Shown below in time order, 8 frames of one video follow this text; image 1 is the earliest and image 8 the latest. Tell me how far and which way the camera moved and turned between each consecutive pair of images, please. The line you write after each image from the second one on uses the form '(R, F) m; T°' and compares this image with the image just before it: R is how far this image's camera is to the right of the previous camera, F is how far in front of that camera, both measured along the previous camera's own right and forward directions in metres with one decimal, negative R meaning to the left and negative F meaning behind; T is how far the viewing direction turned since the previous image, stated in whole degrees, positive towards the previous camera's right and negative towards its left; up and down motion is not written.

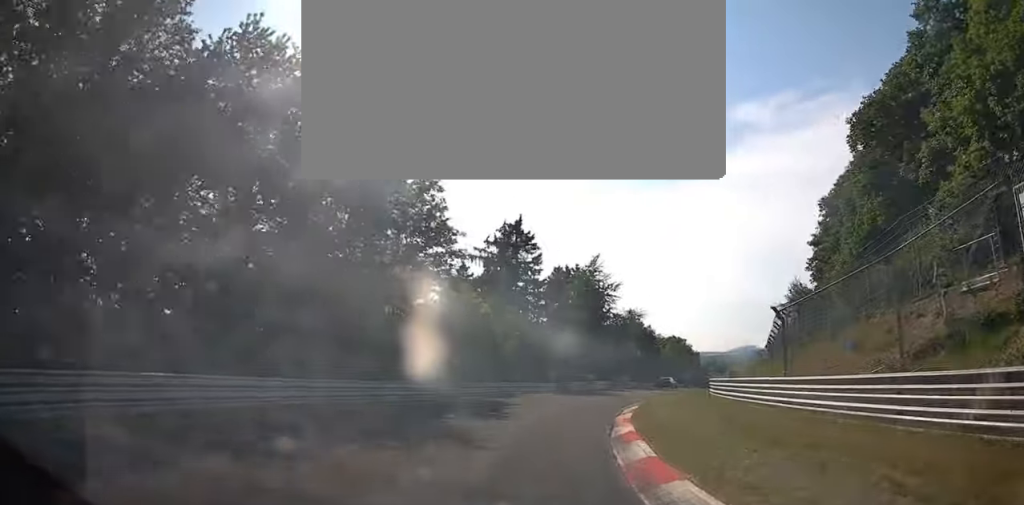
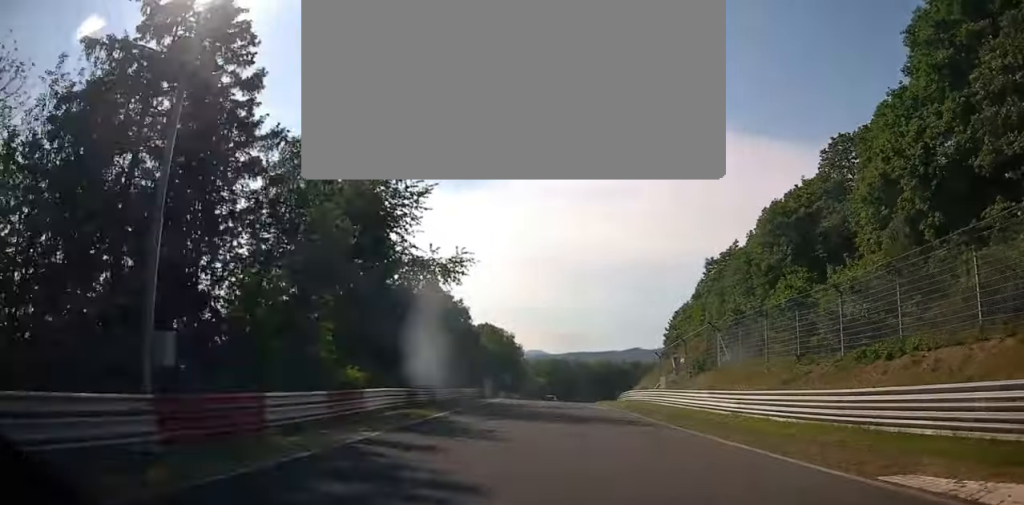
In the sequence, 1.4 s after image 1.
(+11.7, +40.1) m; +23°
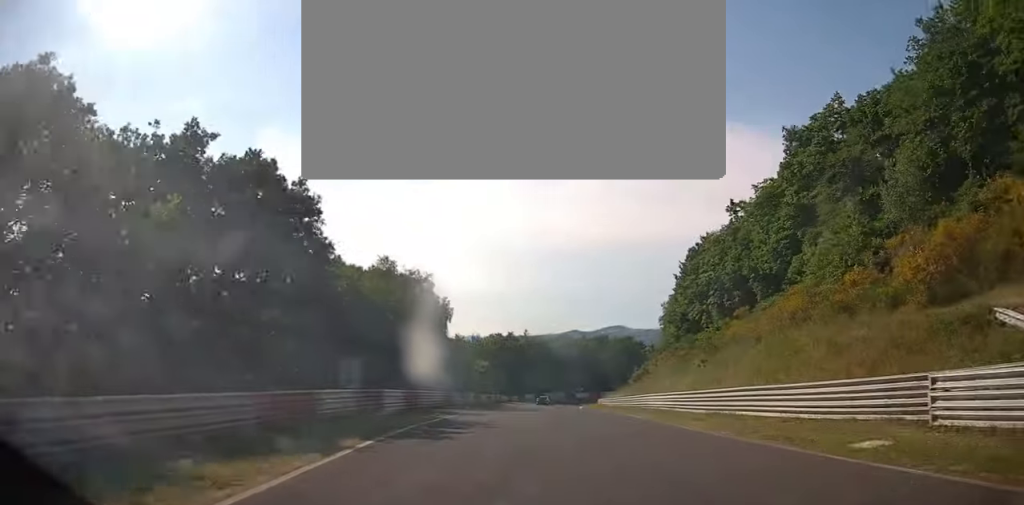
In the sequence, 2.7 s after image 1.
(+4.6, +44.2) m; +11°
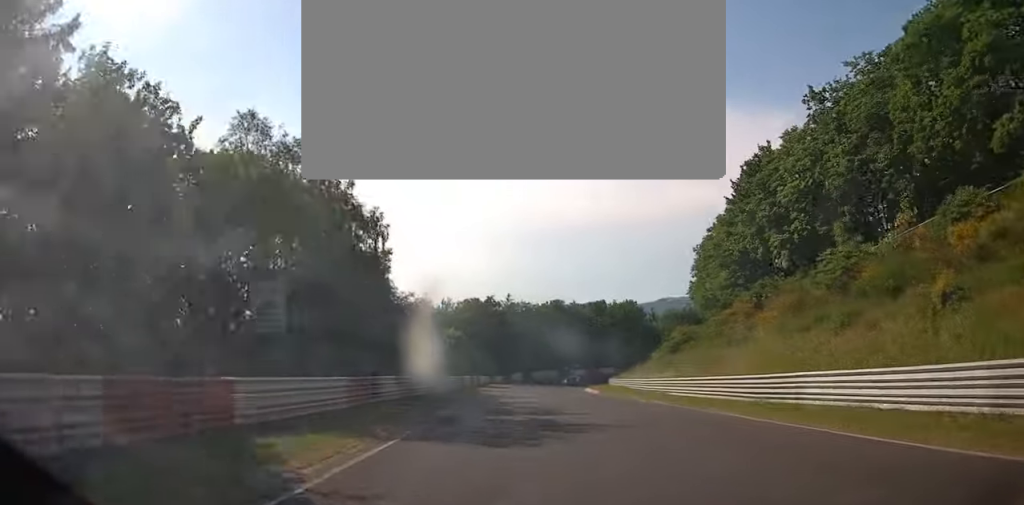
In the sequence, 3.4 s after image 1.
(+1.0, +24.3) m; +5°
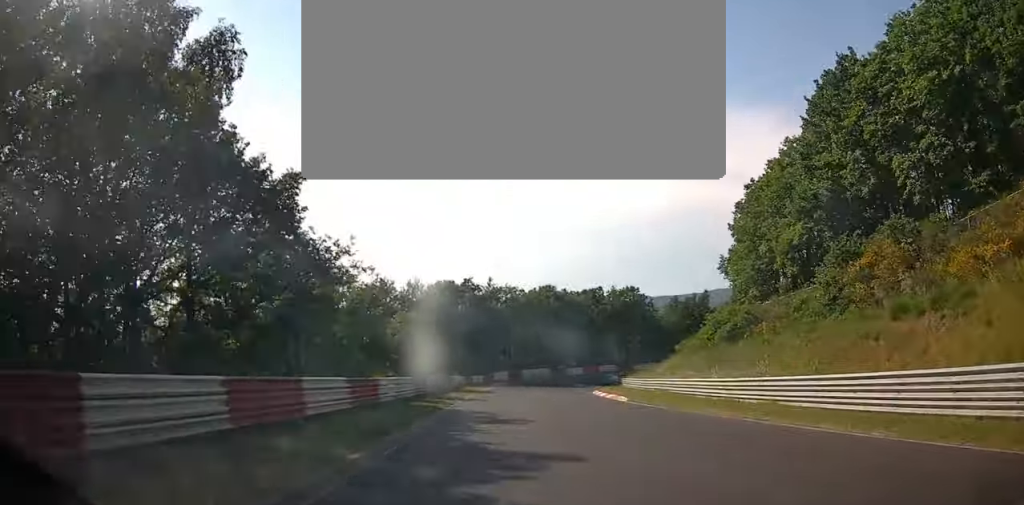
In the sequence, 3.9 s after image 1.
(+0.7, +17.7) m; +3°
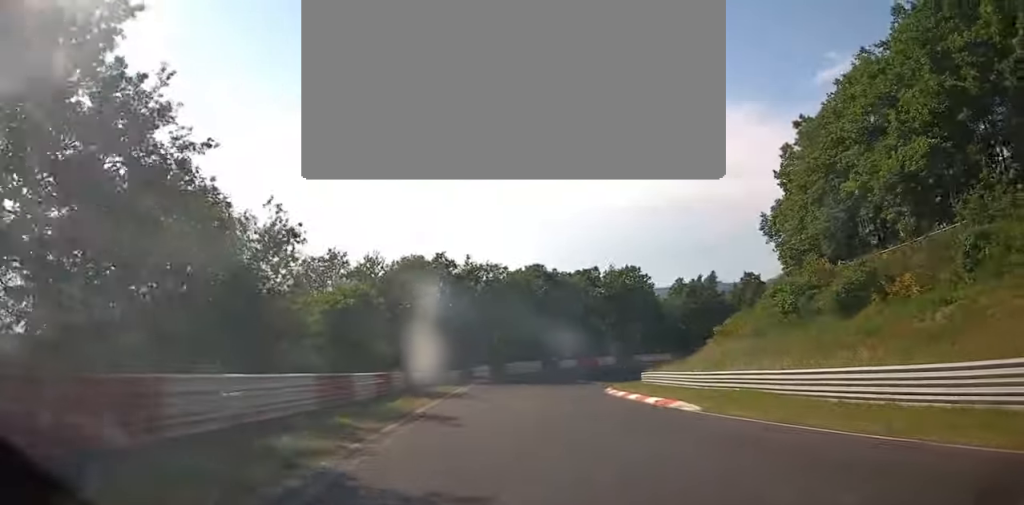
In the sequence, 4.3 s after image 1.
(+0.4, +14.4) m; +3°
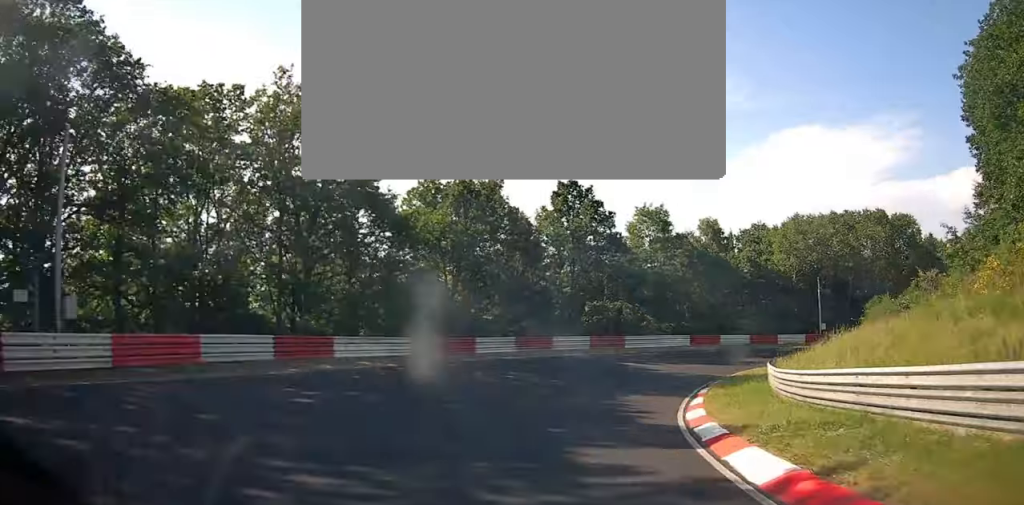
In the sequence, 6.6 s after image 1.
(+12.5, +57.1) m; +39°
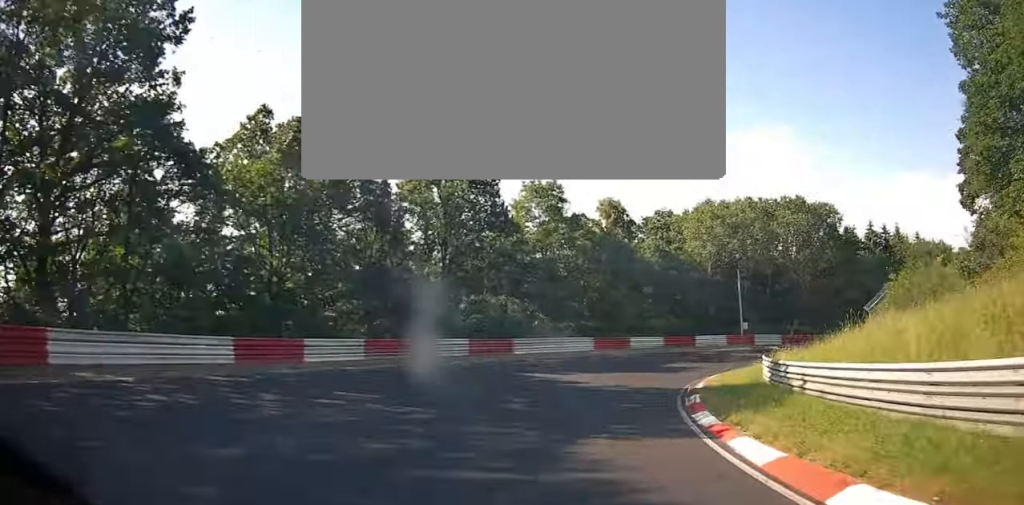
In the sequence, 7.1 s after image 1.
(-0.4, +11.3) m; +16°
